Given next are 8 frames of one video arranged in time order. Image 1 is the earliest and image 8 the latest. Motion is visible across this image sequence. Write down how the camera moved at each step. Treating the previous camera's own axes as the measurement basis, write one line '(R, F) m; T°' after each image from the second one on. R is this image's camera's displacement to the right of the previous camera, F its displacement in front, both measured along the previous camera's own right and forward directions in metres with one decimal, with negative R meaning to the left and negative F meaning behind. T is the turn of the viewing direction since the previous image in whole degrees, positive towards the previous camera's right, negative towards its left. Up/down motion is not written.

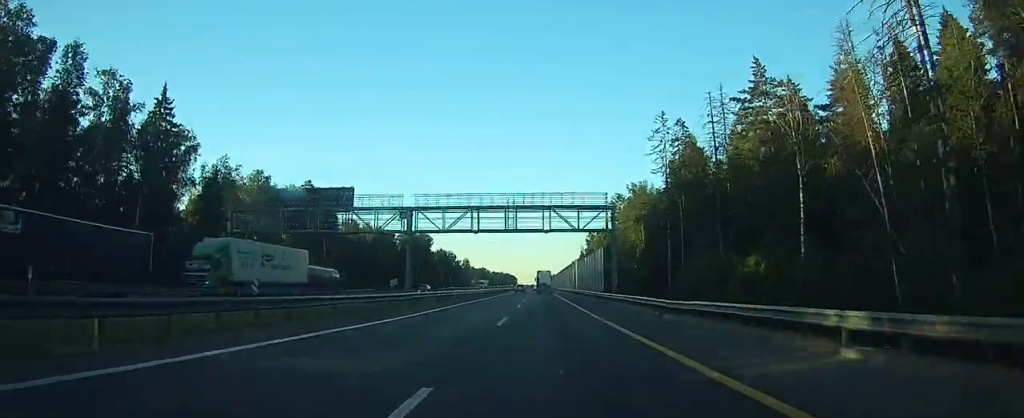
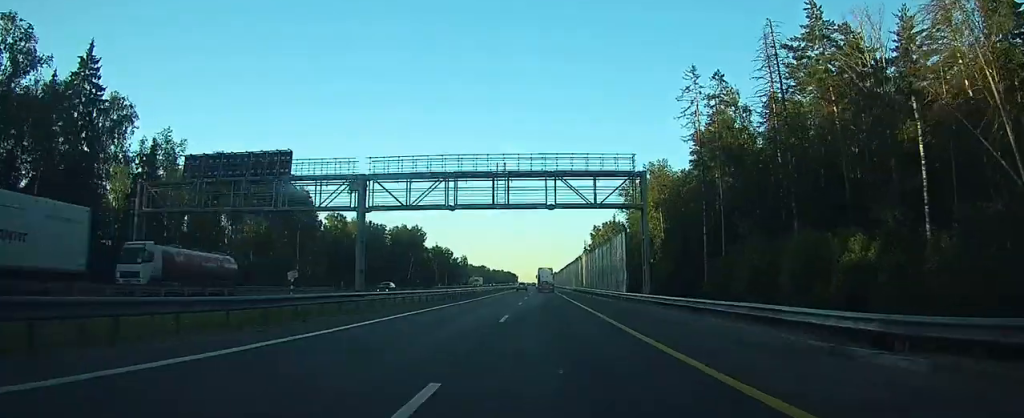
(0.0, +15.6) m; 0°
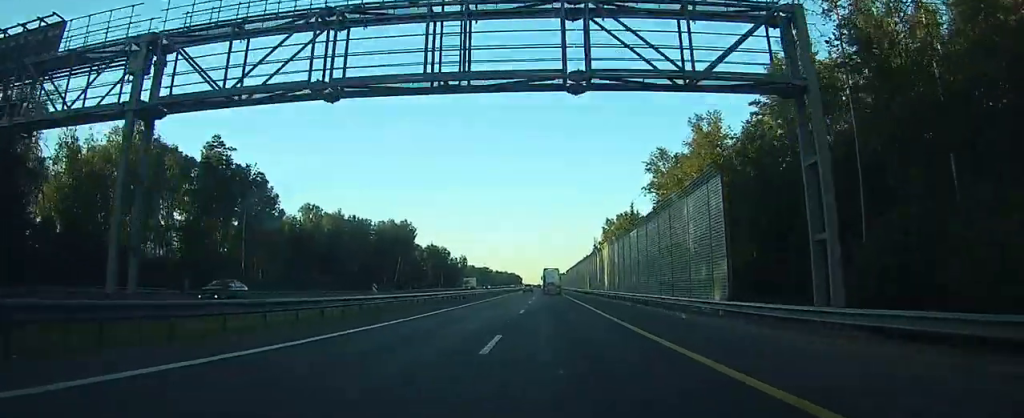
(0.0, +24.7) m; 0°
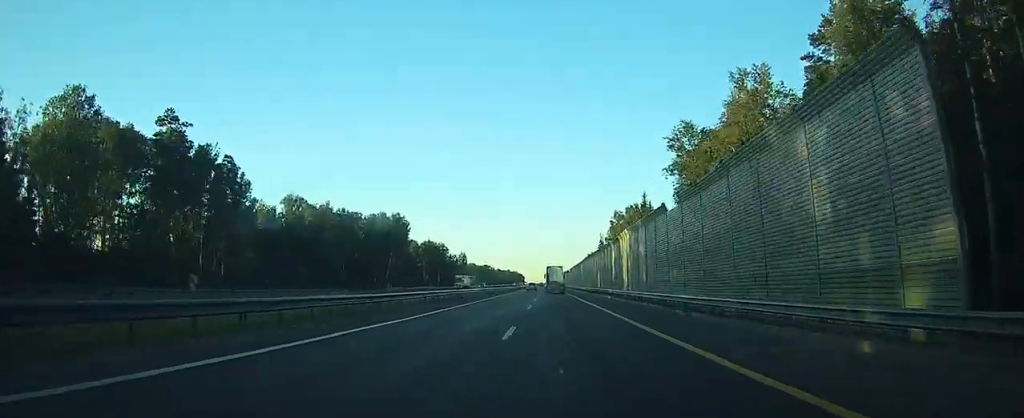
(0.0, +13.4) m; 0°
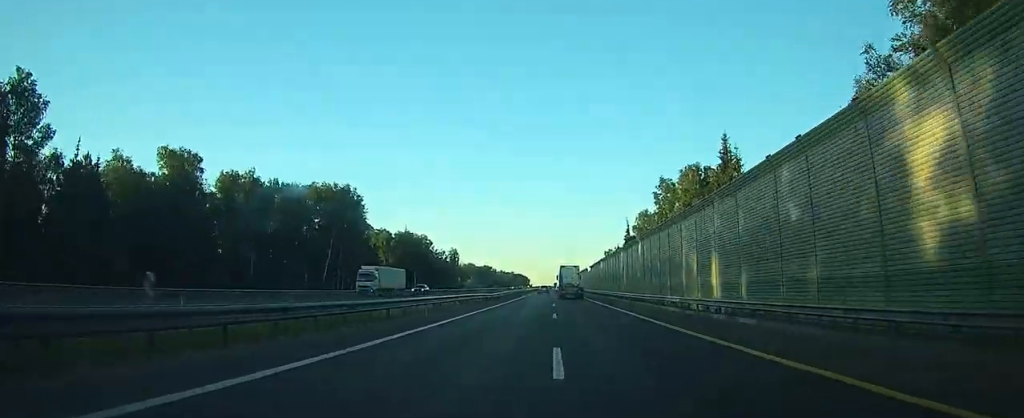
(-0.5, +53.1) m; -1°
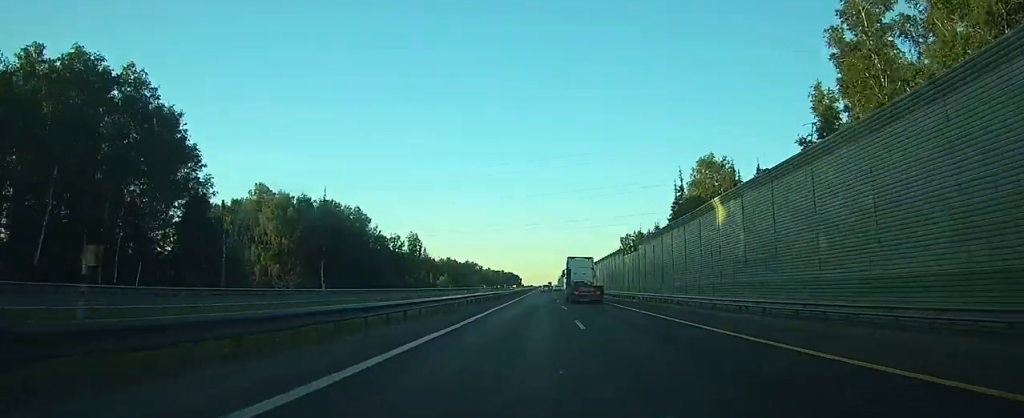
(+0.1, +70.6) m; 0°
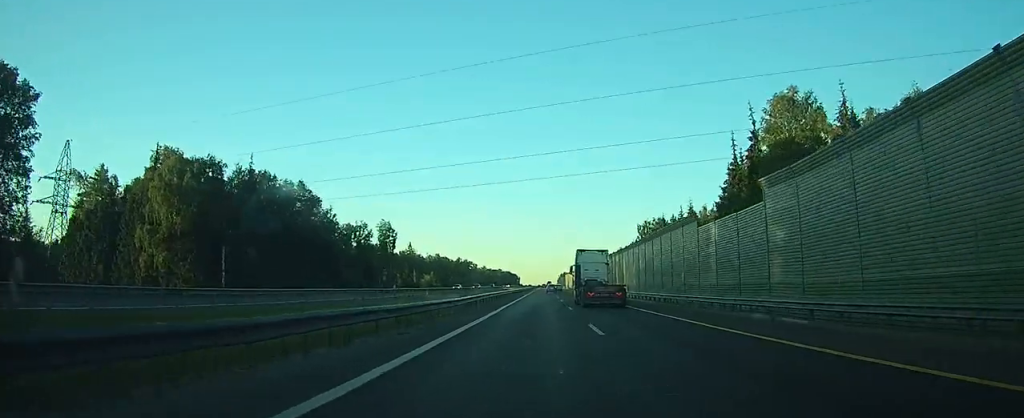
(+0.1, +34.3) m; 0°
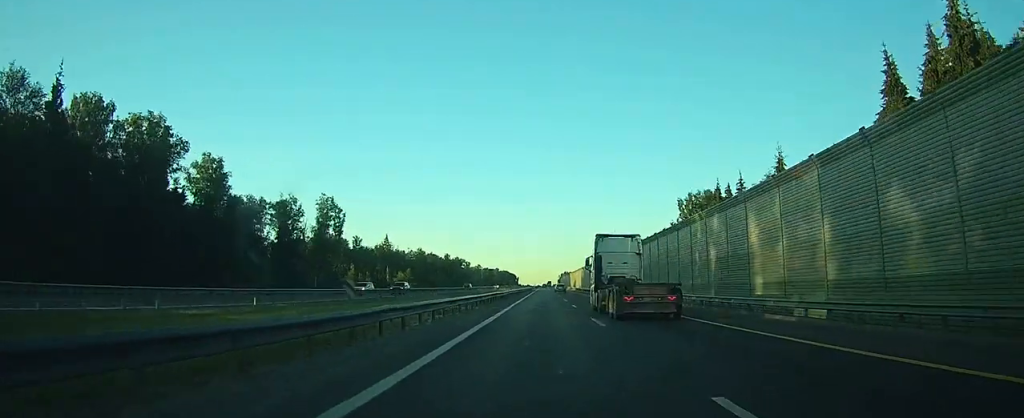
(+0.2, +44.7) m; 0°
